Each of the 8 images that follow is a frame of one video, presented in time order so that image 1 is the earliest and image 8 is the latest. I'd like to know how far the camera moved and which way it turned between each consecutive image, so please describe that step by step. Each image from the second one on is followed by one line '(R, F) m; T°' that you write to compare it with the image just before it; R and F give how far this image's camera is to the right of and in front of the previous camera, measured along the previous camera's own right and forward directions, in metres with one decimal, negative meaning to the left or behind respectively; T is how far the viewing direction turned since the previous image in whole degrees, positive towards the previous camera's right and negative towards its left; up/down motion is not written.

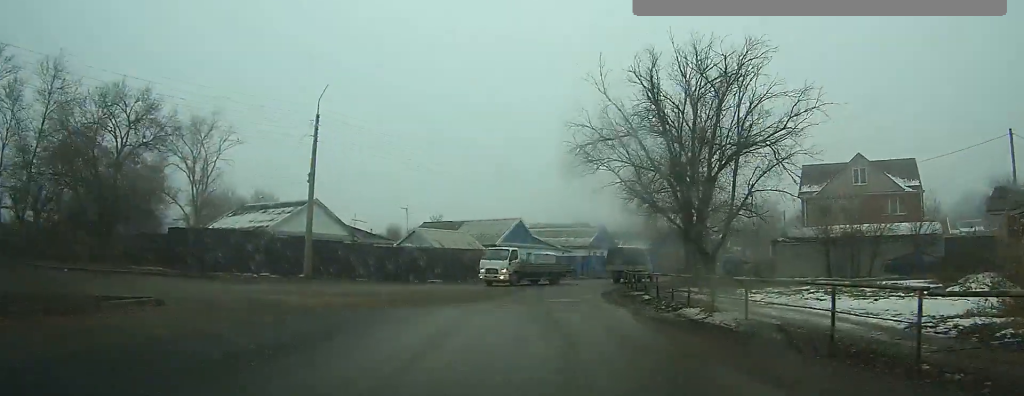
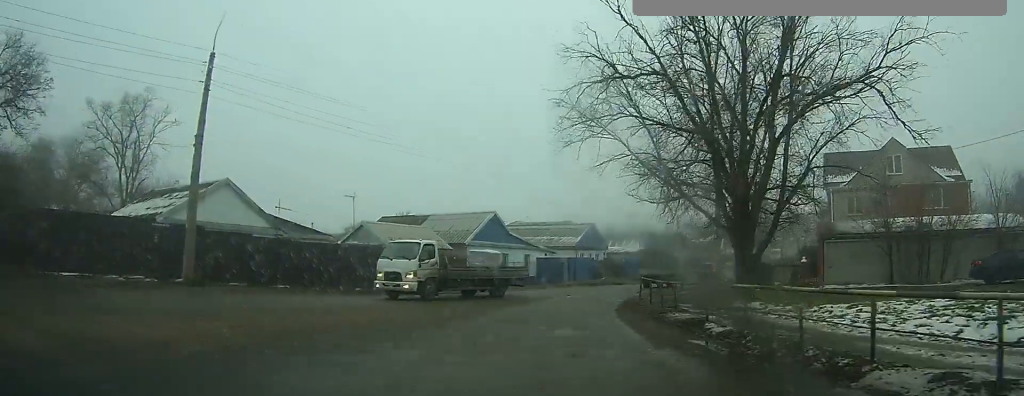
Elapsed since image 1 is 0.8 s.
(+0.1, +10.0) m; +2°
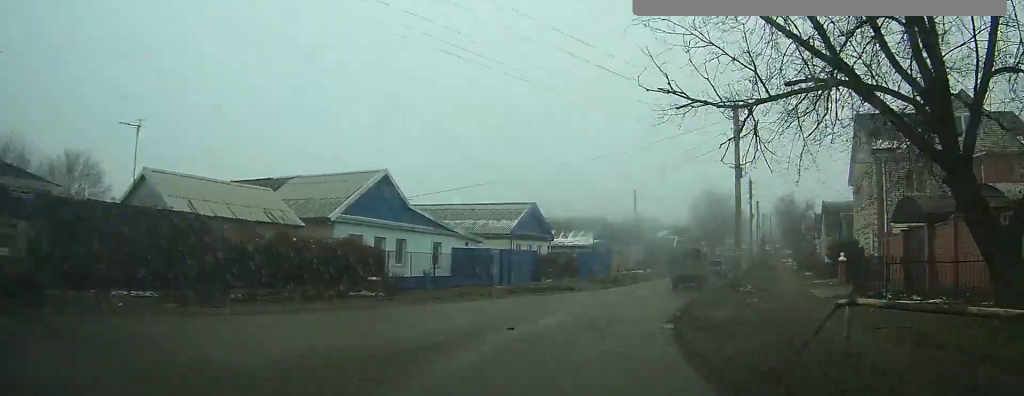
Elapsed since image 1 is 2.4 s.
(+0.6, +18.3) m; +7°
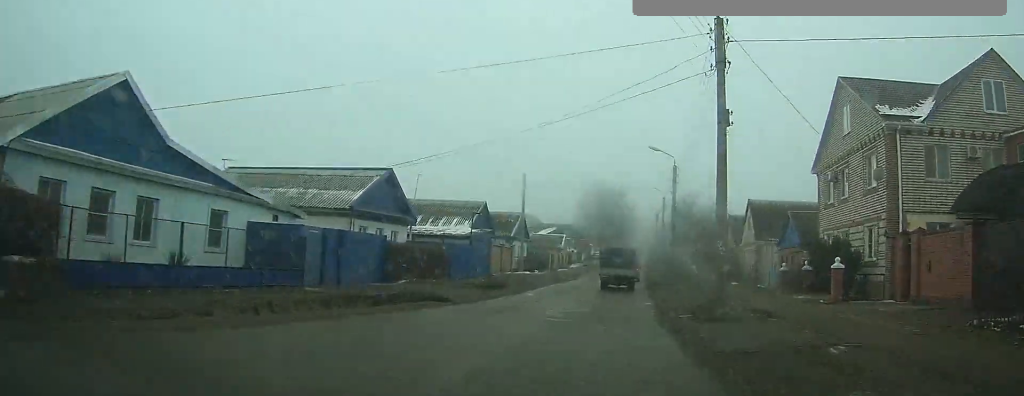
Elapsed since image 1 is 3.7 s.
(+1.3, +12.0) m; +10°
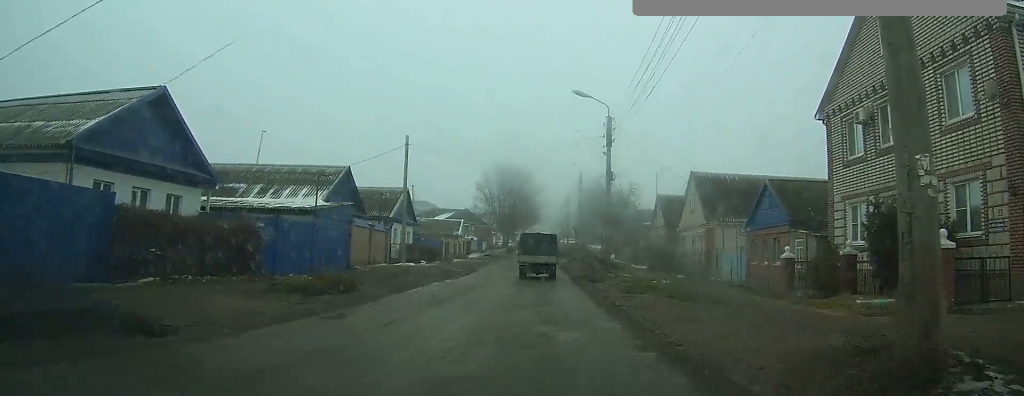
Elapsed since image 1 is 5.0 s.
(+0.7, +11.6) m; +6°
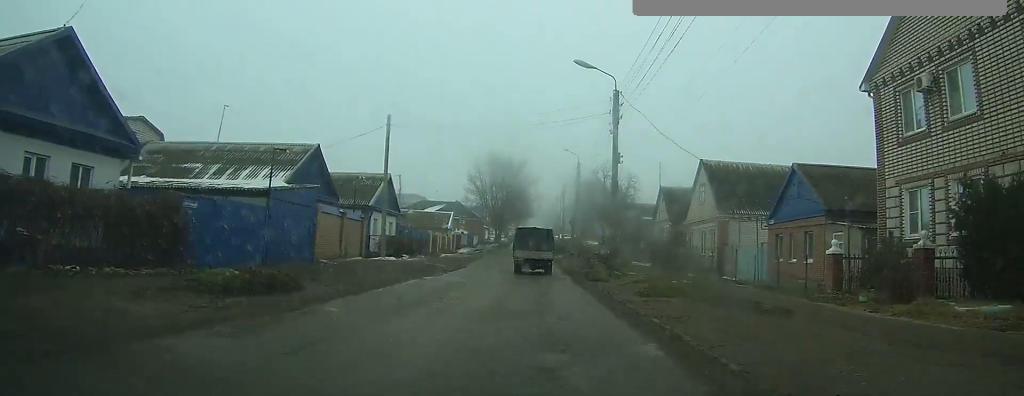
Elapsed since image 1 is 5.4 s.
(0.0, +3.5) m; +2°
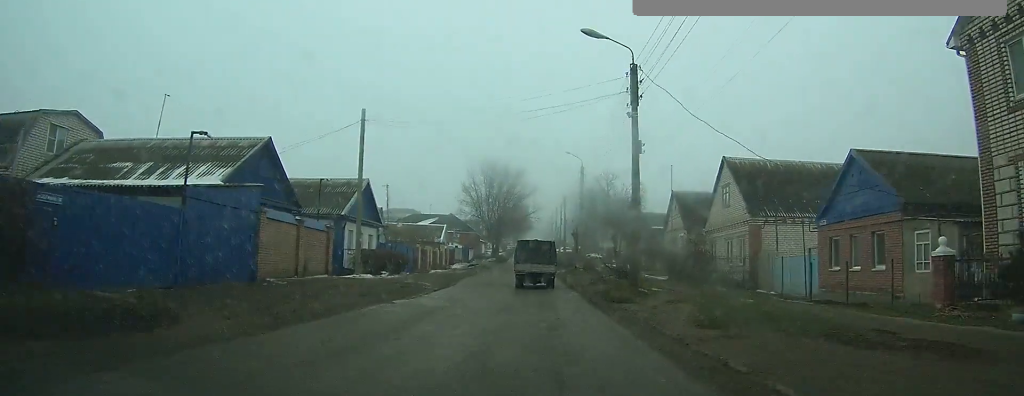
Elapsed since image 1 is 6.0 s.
(+0.2, +4.4) m; +2°
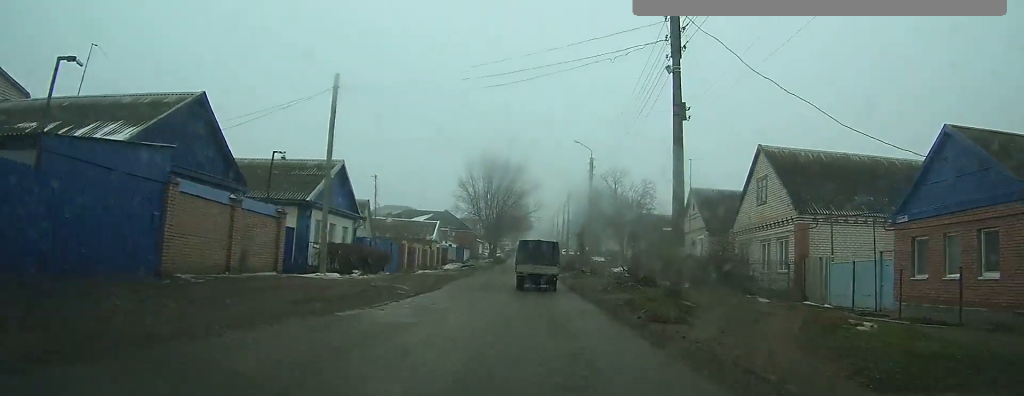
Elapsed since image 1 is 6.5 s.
(+0.1, +4.4) m; +2°
